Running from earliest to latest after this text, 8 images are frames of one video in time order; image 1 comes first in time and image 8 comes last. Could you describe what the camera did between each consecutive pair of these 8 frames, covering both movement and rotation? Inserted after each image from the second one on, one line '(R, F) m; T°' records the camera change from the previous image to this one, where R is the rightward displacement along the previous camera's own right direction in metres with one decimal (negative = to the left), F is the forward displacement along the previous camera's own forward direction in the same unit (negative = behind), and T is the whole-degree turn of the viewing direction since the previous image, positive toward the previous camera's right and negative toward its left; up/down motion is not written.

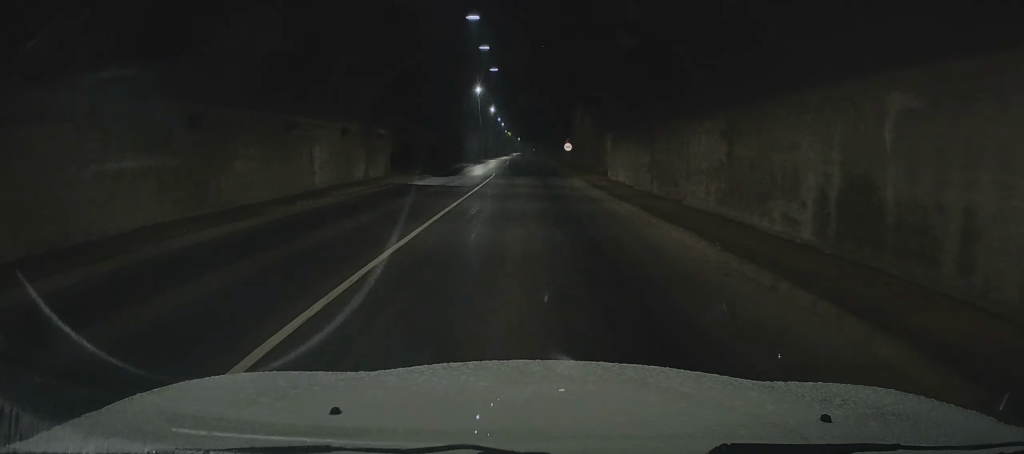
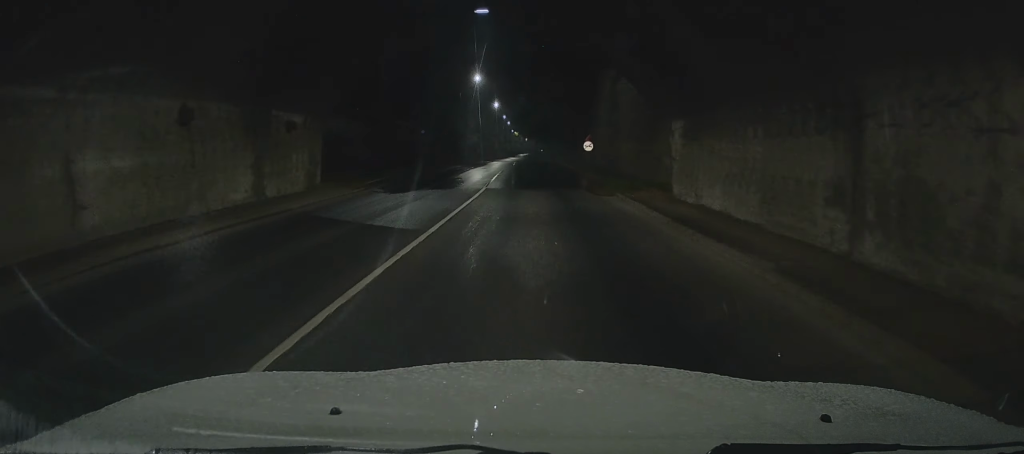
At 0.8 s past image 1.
(+0.8, +13.0) m; +8°
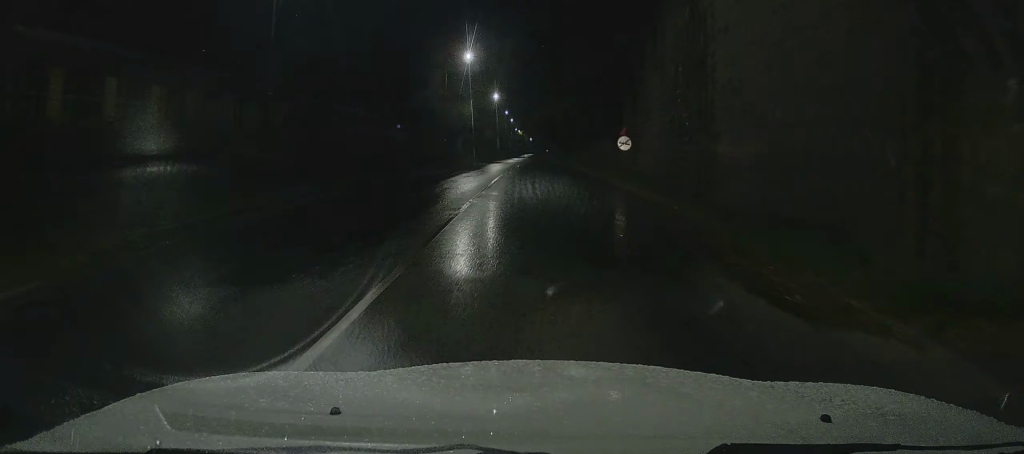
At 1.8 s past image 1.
(+1.4, +16.7) m; +8°
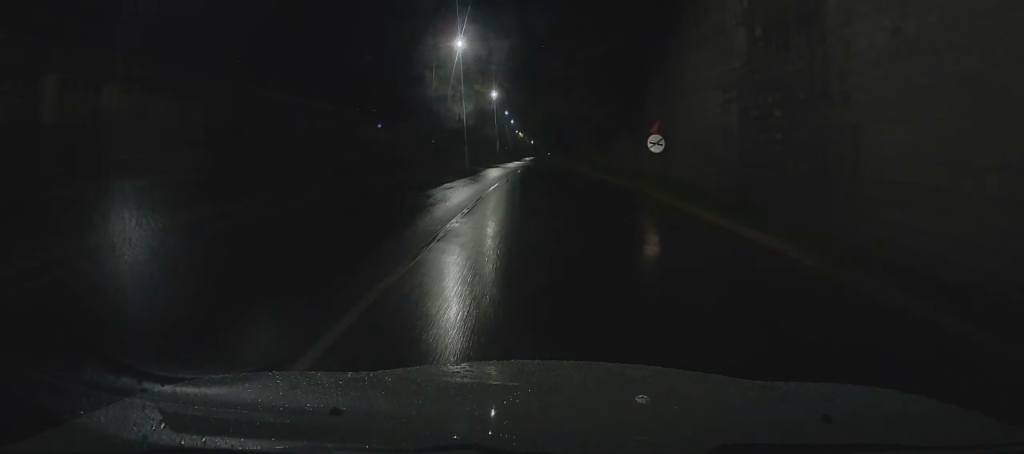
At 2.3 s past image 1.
(+0.4, +8.8) m; +2°
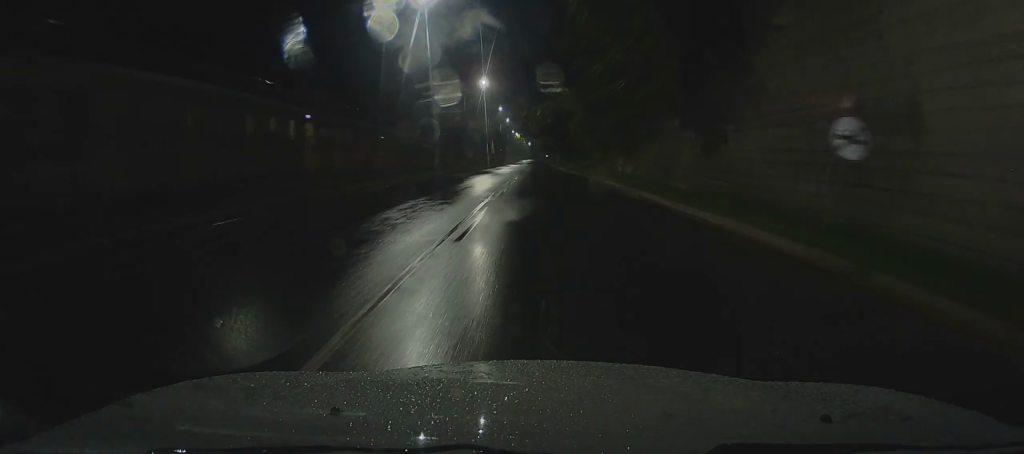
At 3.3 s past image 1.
(+0.6, +17.7) m; +2°
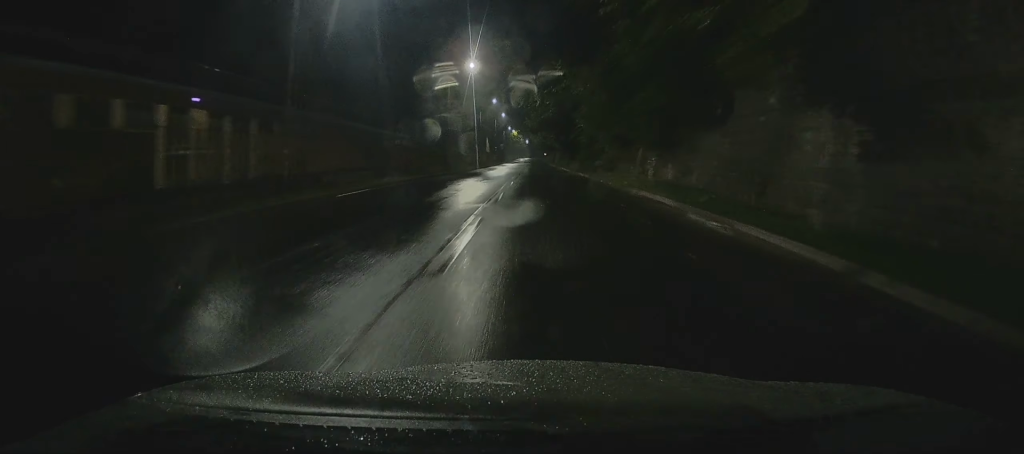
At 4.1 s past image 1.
(+0.1, +12.8) m; -1°
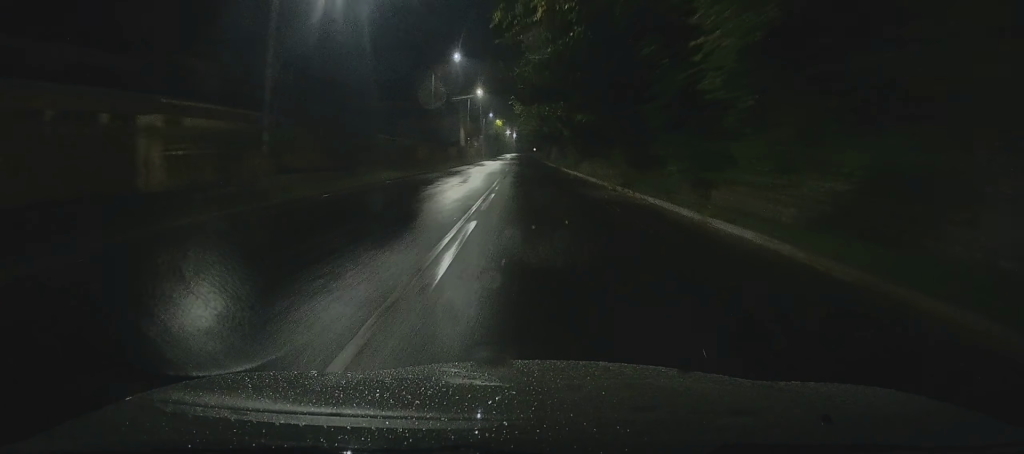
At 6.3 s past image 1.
(-2.6, +38.9) m; -8°
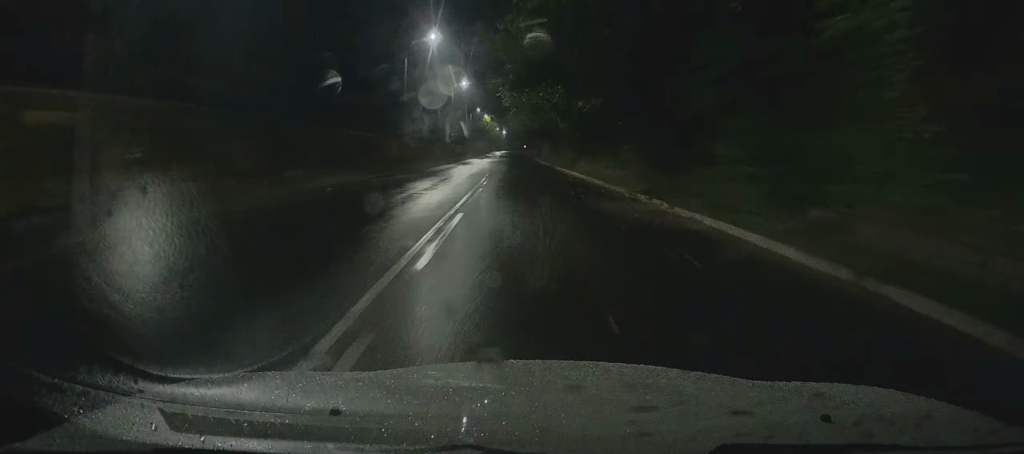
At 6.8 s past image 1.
(0.0, +8.0) m; -1°
